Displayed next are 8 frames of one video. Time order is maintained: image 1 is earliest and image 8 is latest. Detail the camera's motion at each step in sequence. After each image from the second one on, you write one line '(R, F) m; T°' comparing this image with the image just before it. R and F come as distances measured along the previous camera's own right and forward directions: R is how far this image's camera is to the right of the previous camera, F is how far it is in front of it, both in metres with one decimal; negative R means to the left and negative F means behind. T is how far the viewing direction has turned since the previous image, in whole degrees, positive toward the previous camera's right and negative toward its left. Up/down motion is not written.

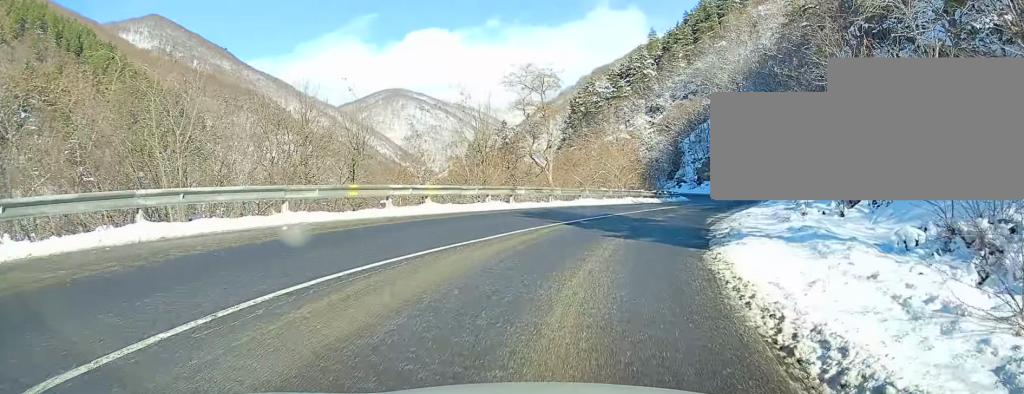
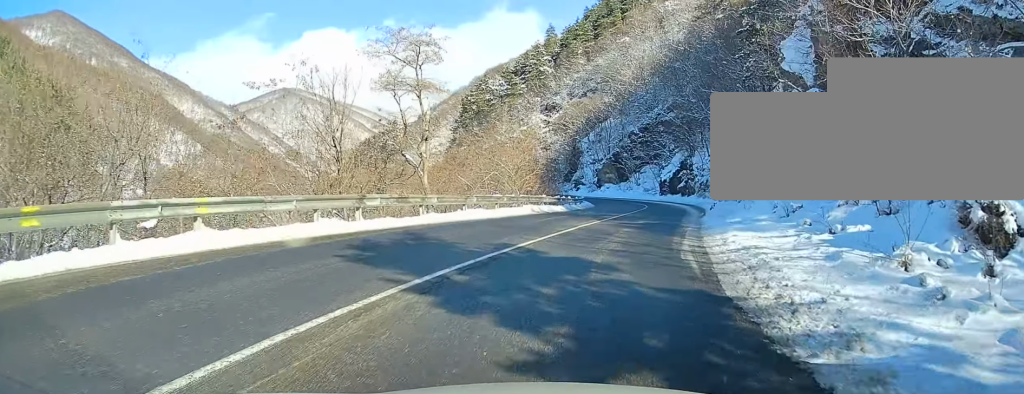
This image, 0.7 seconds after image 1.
(+1.3, +8.4) m; +8°
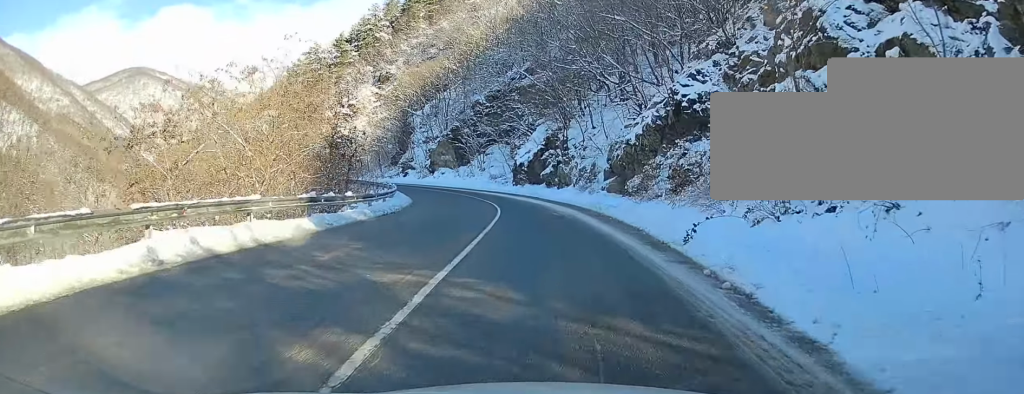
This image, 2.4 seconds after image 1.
(+1.7, +21.5) m; +6°
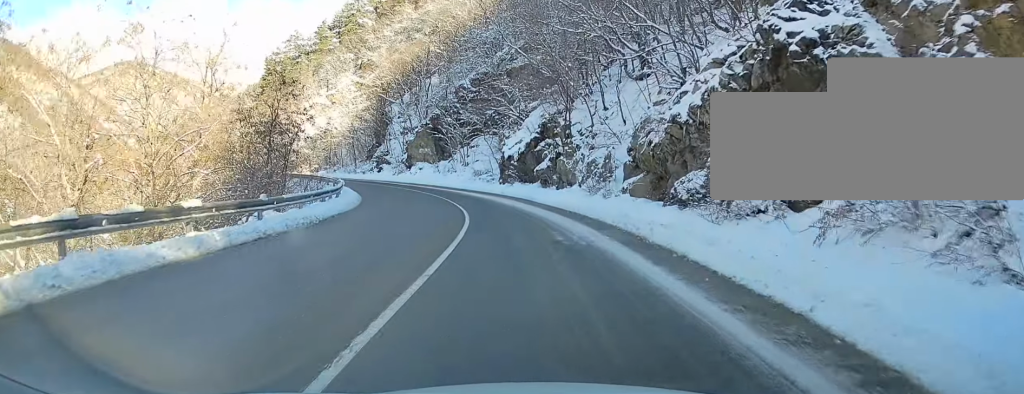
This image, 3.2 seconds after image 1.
(+0.1, +10.3) m; -1°
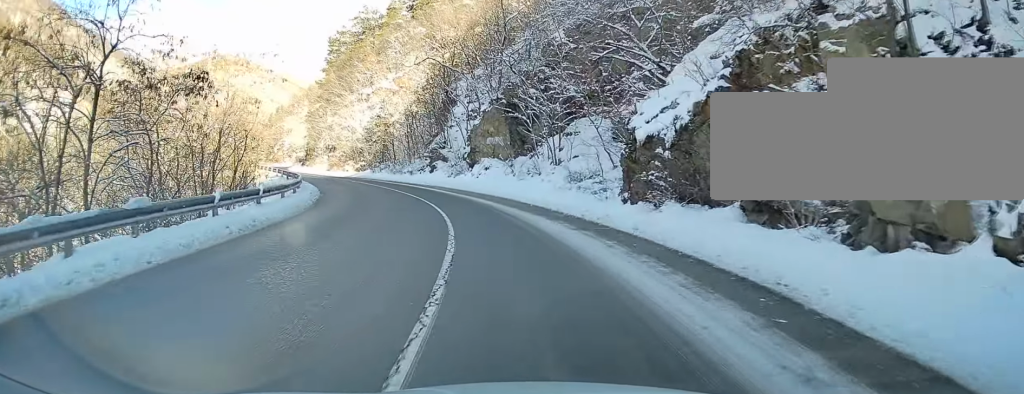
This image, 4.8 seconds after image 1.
(-1.5, +23.3) m; -13°
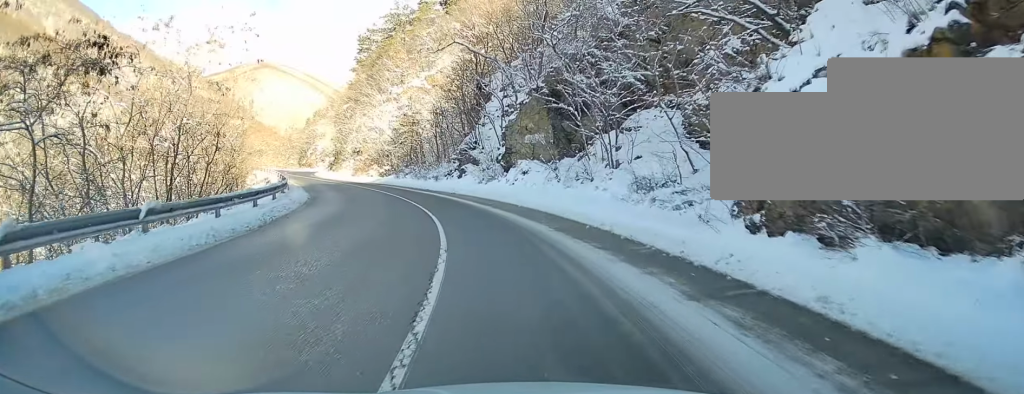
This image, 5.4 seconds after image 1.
(-0.8, +7.9) m; -4°
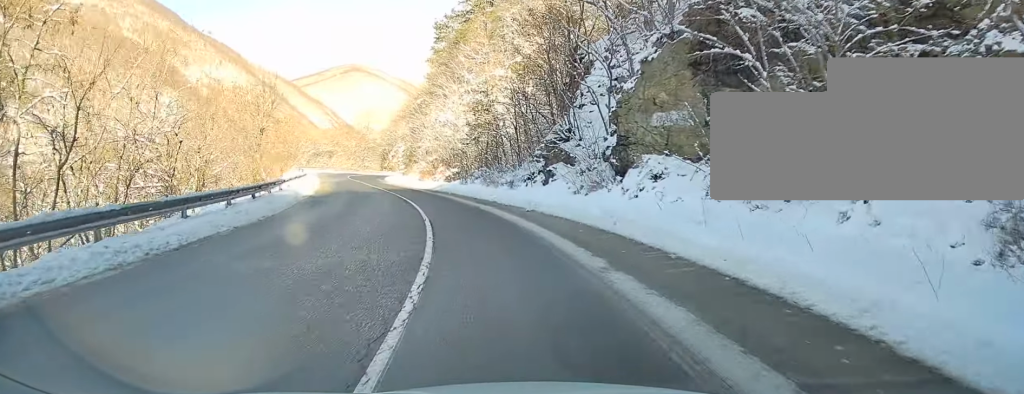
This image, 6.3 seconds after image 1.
(-1.0, +14.7) m; -6°
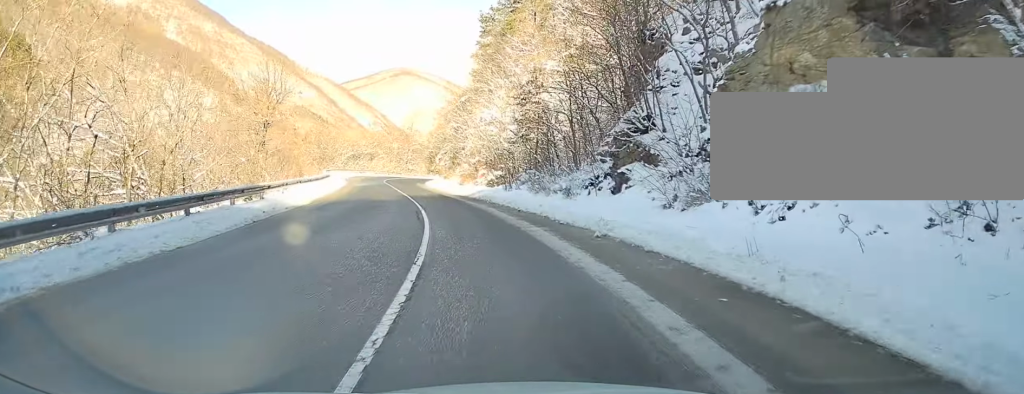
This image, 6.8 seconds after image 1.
(+0.4, +7.8) m; -3°
